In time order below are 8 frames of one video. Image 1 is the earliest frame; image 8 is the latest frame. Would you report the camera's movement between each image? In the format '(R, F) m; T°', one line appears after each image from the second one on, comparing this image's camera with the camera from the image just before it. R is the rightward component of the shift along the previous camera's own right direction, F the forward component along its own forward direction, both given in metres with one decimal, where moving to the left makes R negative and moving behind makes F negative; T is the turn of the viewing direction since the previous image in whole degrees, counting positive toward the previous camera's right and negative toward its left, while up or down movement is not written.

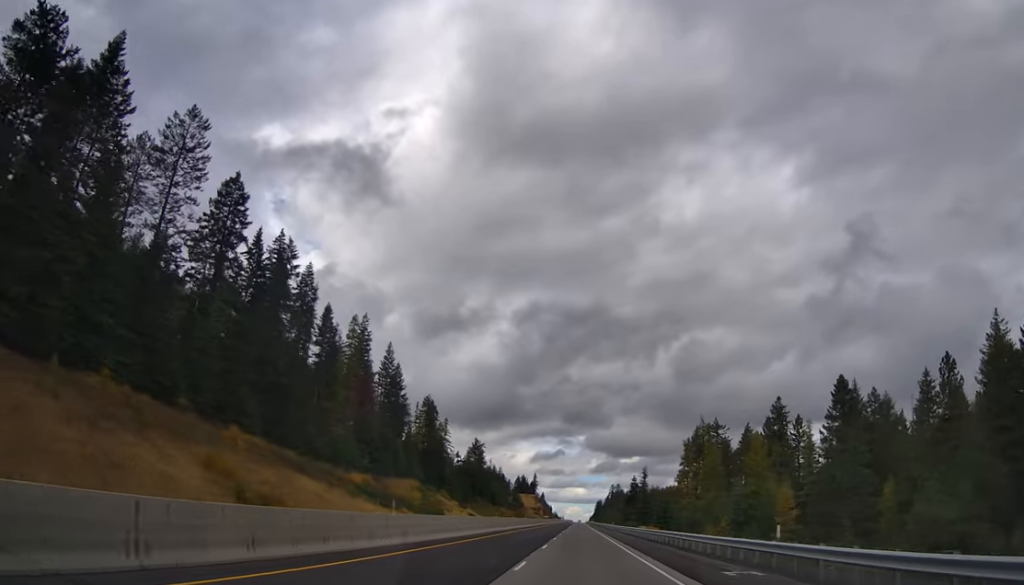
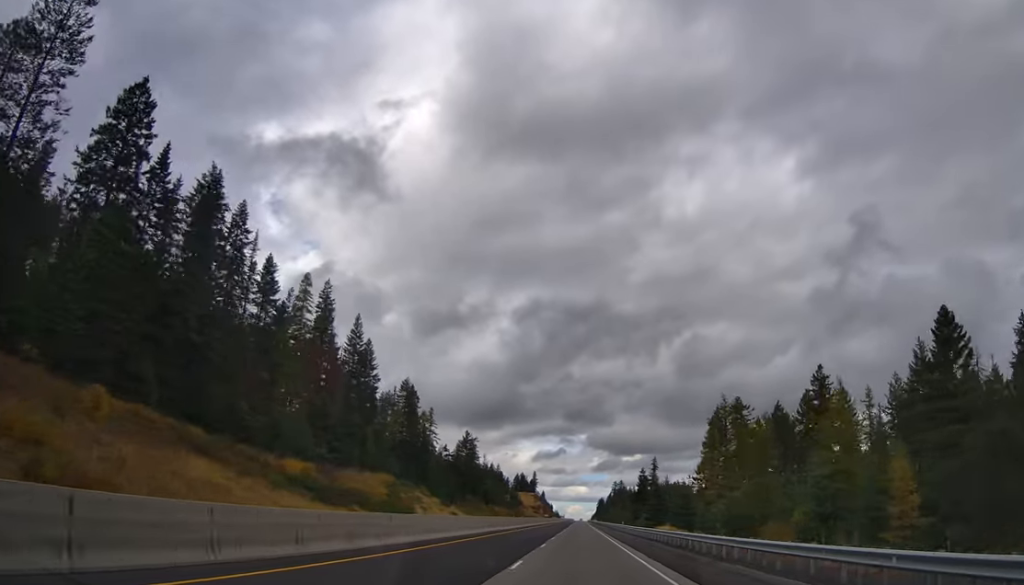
(0.0, +24.1) m; 0°
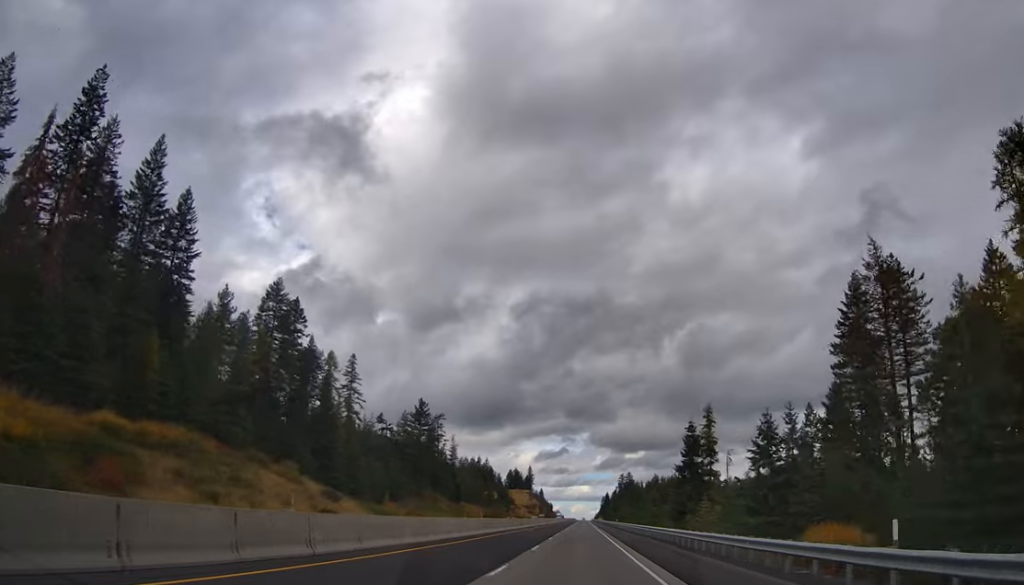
(-1.5, +74.6) m; -2°
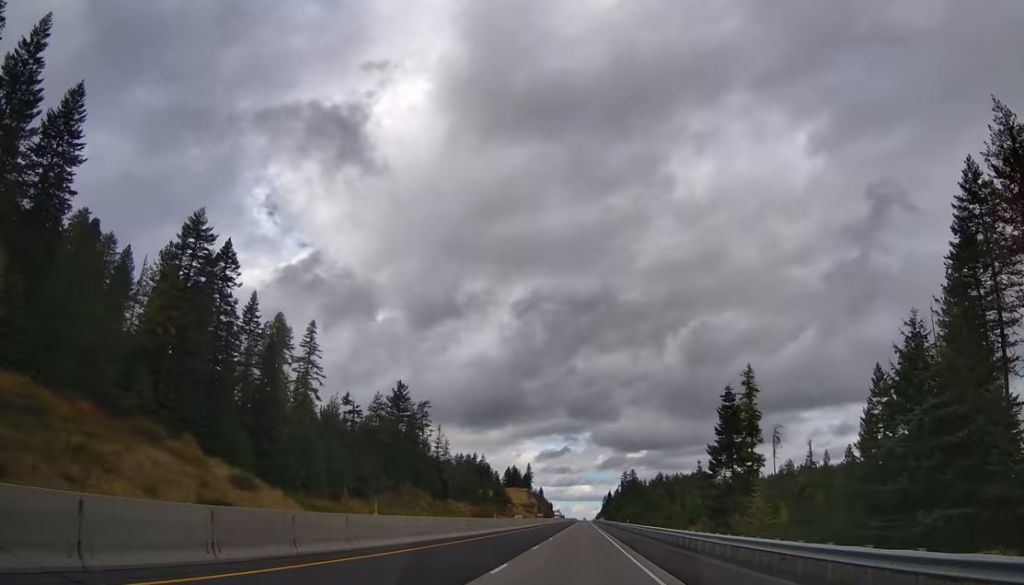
(+0.1, +23.6) m; 0°
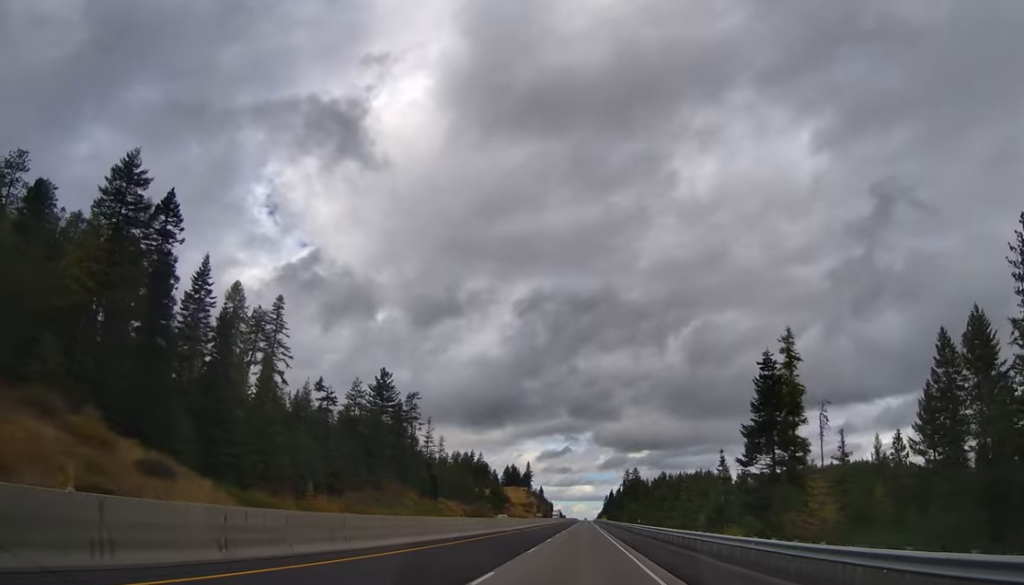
(-0.2, +14.7) m; 0°
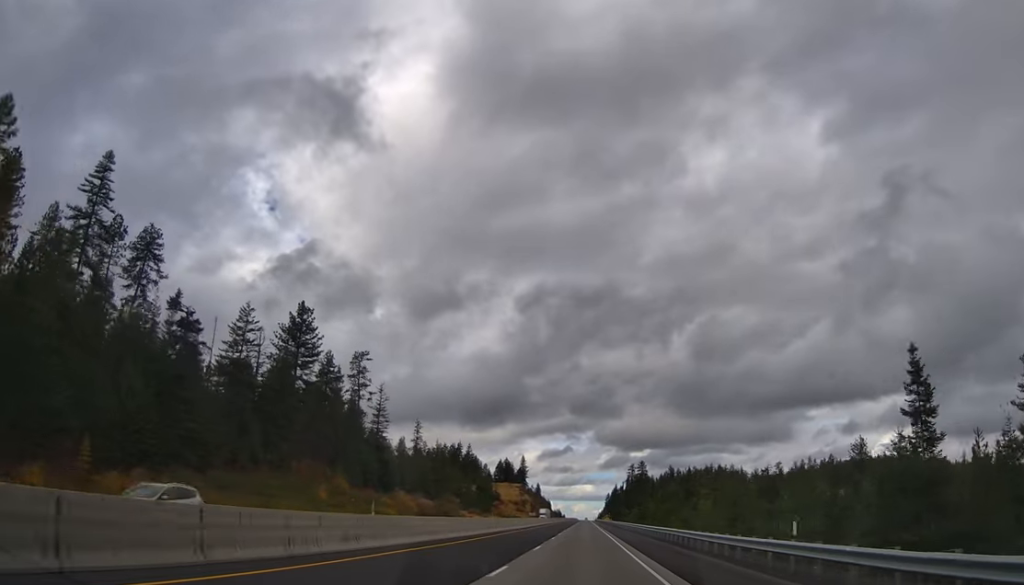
(+0.6, +46.3) m; 0°
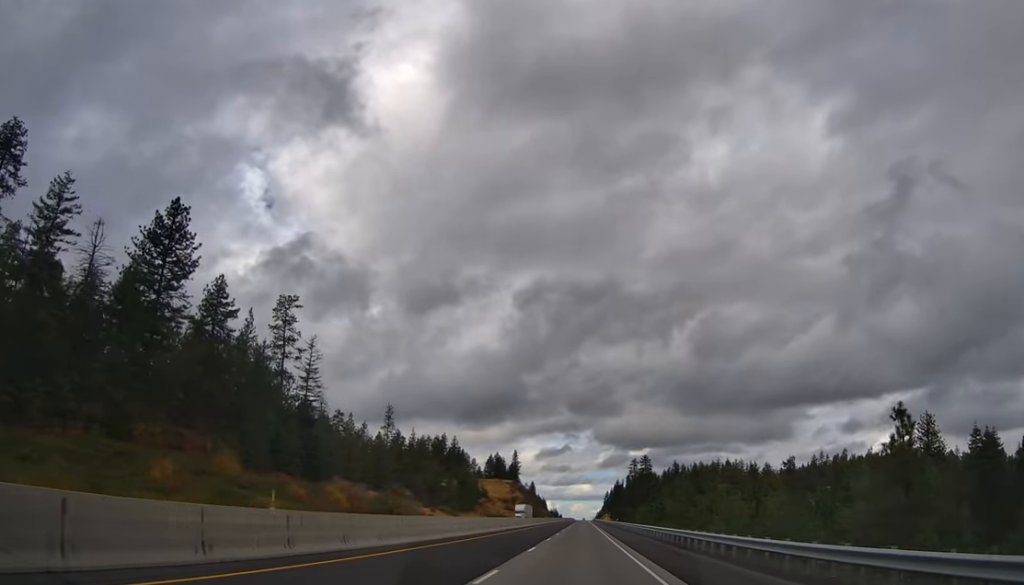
(-0.6, +37.6) m; -1°
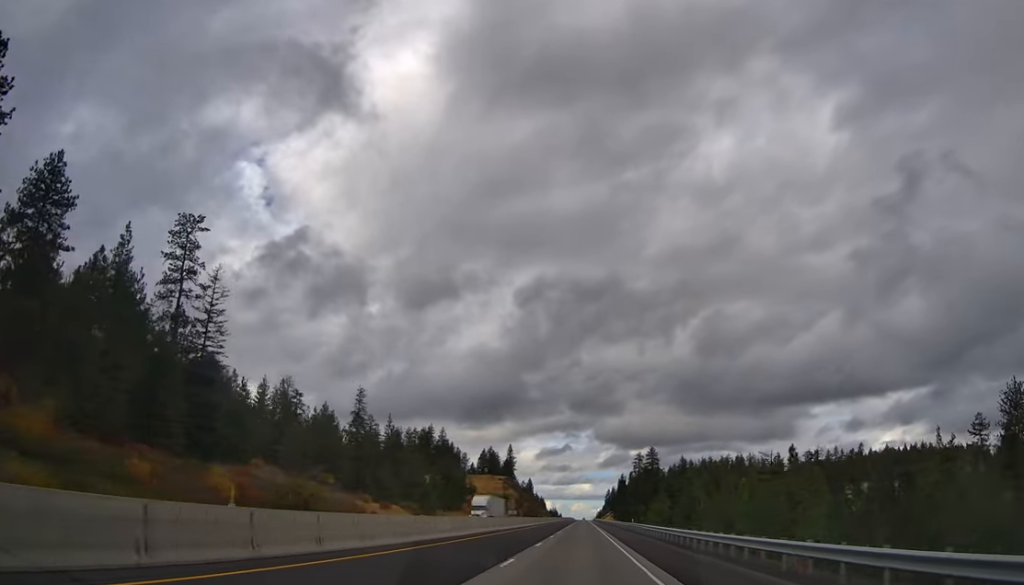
(+0.2, +32.3) m; 0°
